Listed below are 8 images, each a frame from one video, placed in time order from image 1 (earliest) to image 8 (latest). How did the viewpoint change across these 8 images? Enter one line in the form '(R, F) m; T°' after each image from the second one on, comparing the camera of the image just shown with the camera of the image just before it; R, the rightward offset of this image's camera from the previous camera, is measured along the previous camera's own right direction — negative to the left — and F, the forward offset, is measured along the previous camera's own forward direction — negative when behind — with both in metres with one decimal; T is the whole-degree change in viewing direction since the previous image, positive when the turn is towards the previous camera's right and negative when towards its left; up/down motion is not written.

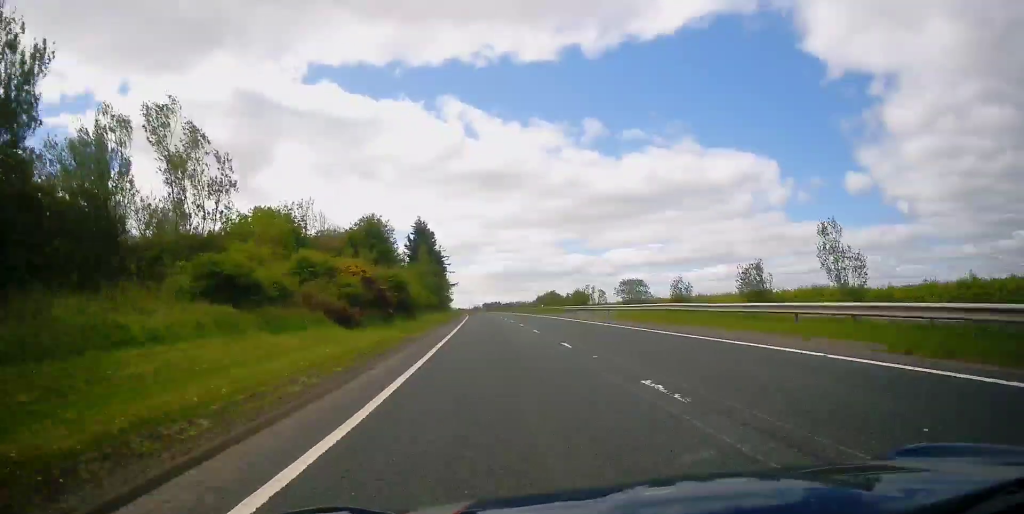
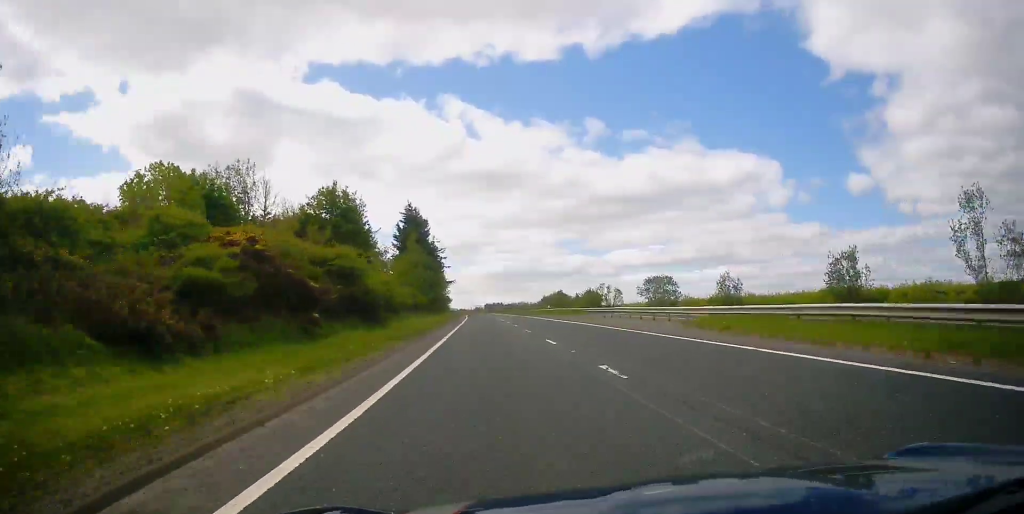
(+0.2, +15.3) m; 0°
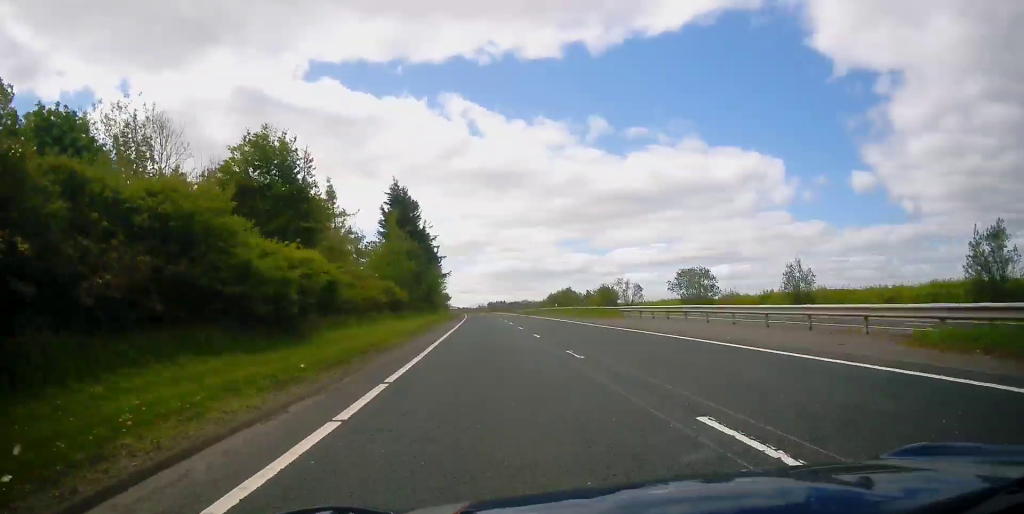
(+0.1, +14.2) m; 0°
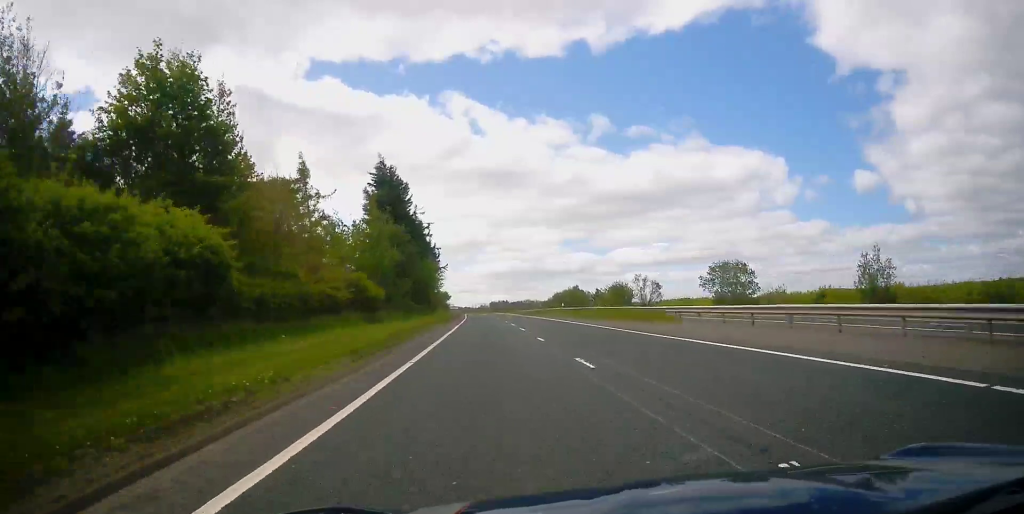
(-0.2, +10.9) m; 0°
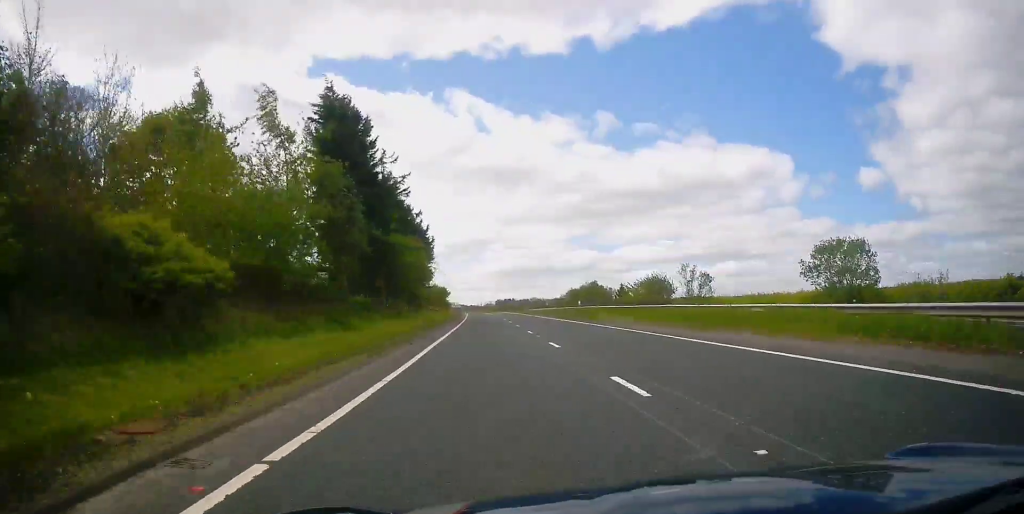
(-0.2, +21.8) m; -1°
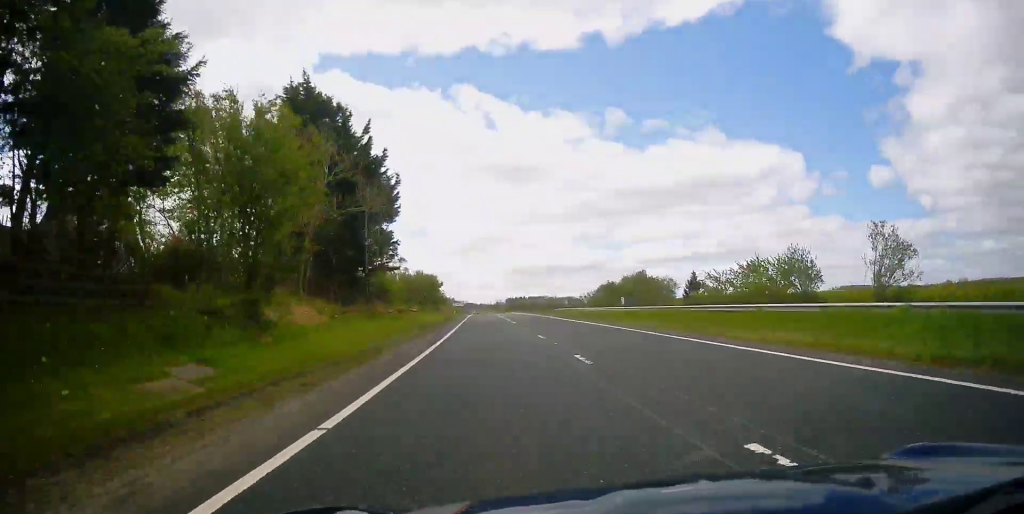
(0.0, +41.1) m; 0°
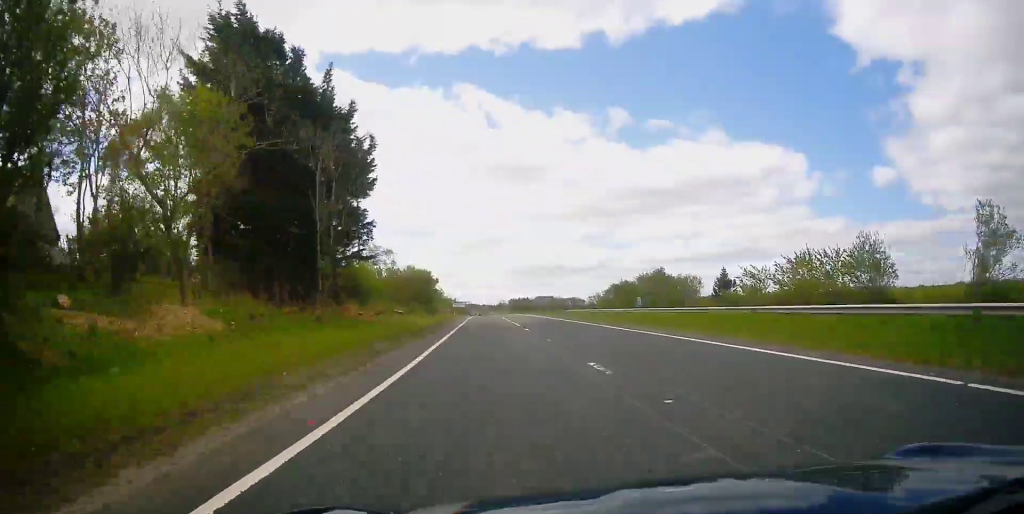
(0.0, +10.7) m; 0°
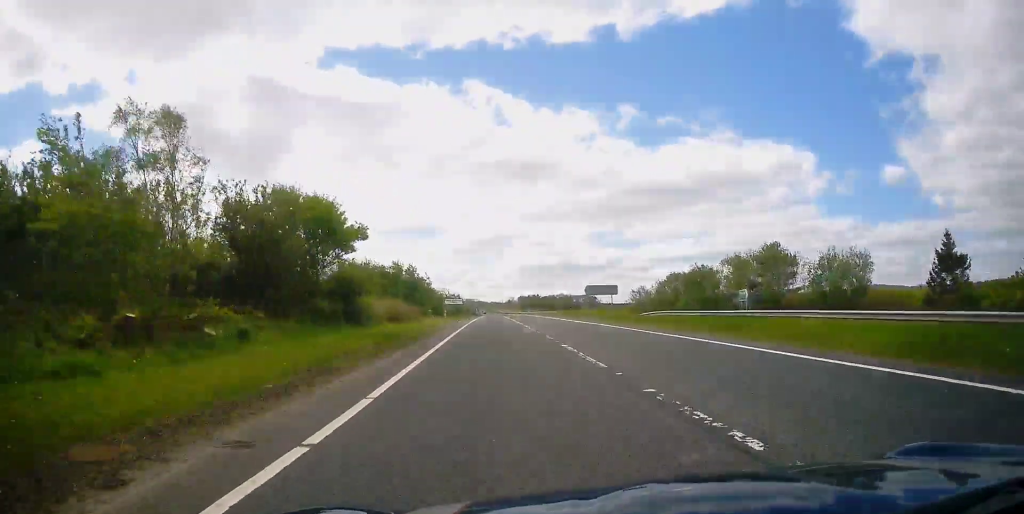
(-0.7, +41.0) m; -1°
